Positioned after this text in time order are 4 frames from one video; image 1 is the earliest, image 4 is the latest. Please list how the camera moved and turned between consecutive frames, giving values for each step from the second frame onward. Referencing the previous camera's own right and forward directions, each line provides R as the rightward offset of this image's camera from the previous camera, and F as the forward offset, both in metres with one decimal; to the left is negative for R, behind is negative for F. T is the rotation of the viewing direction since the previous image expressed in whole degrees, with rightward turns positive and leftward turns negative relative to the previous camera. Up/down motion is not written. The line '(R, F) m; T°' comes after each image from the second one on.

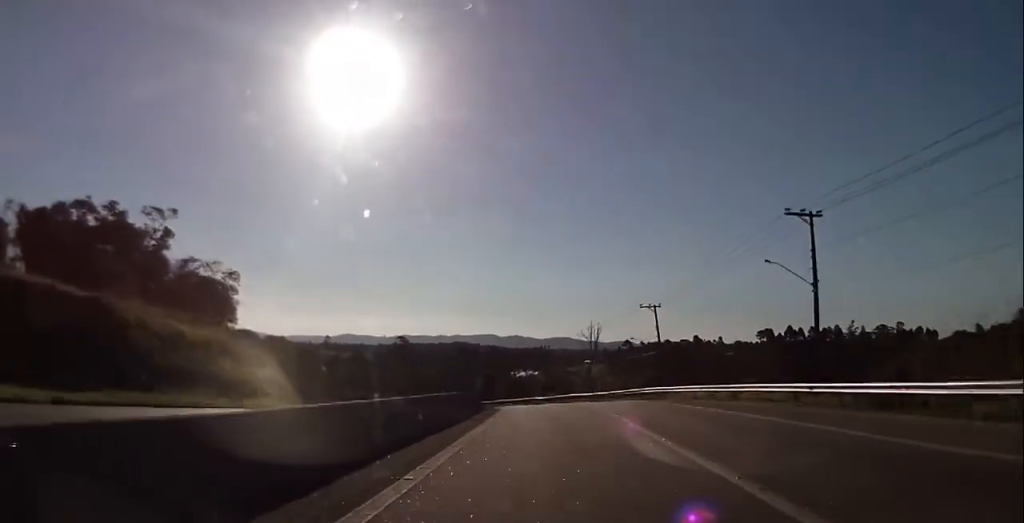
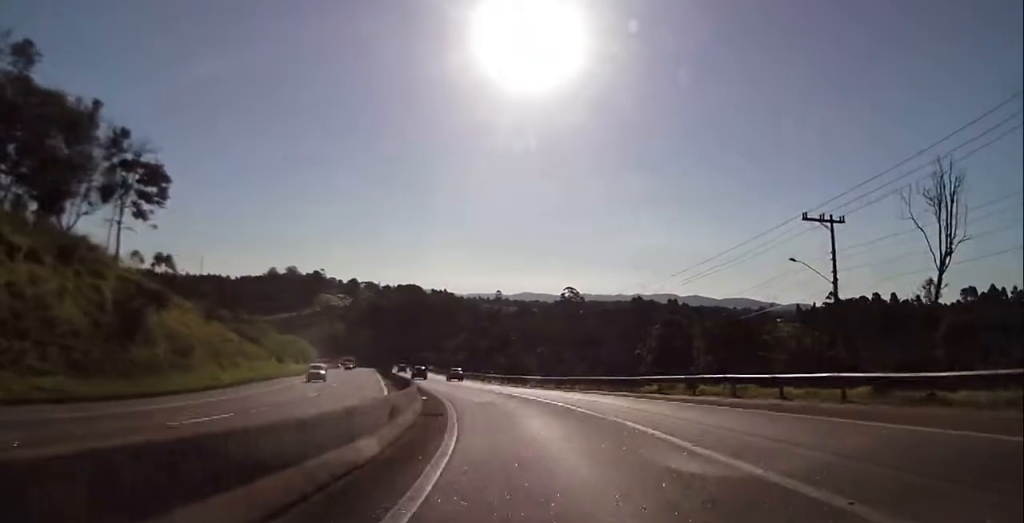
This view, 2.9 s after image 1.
(-2.4, +61.9) m; -11°
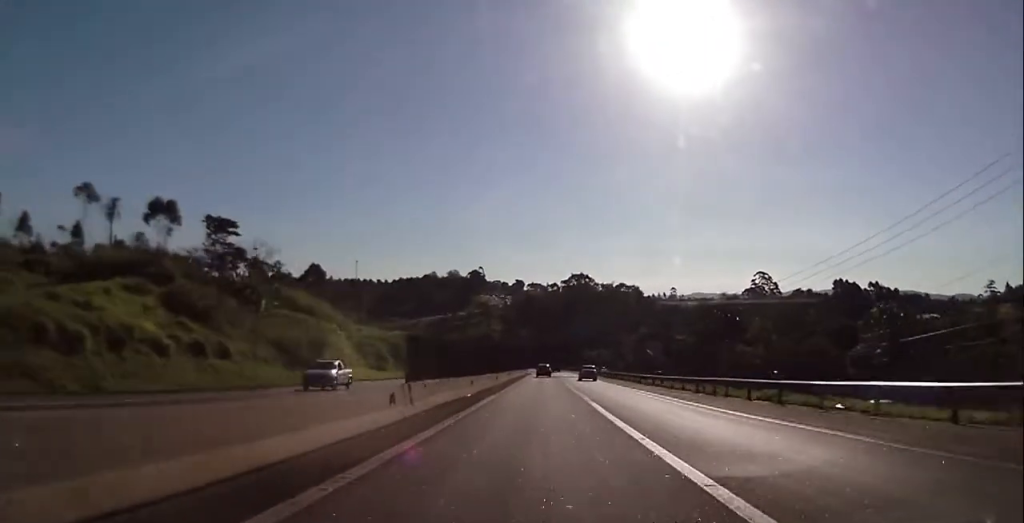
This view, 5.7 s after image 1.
(-9.7, +61.3) m; -15°
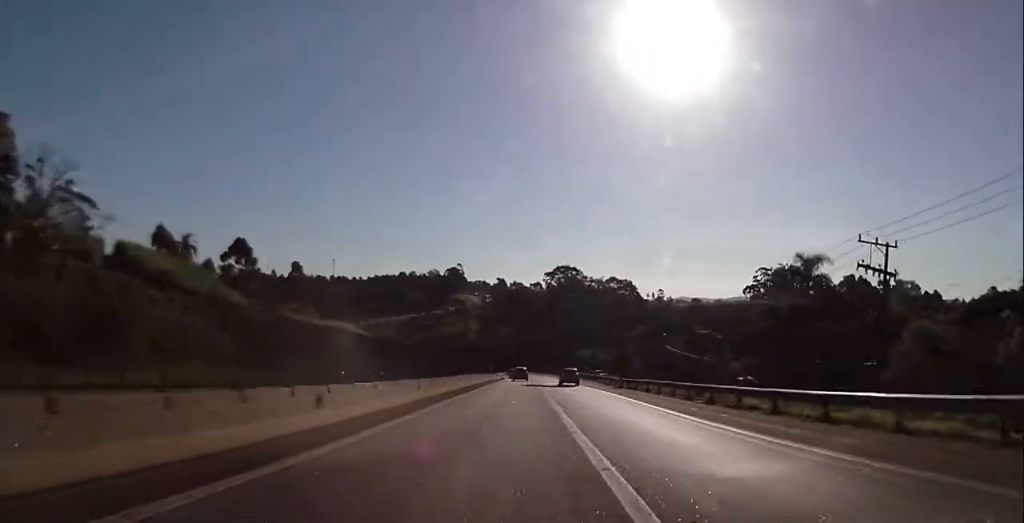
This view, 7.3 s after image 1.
(-0.5, +34.0) m; -2°
